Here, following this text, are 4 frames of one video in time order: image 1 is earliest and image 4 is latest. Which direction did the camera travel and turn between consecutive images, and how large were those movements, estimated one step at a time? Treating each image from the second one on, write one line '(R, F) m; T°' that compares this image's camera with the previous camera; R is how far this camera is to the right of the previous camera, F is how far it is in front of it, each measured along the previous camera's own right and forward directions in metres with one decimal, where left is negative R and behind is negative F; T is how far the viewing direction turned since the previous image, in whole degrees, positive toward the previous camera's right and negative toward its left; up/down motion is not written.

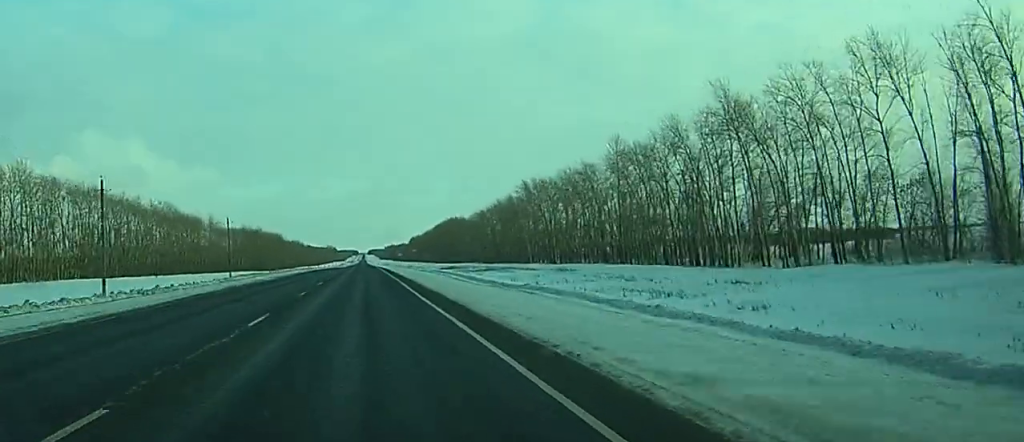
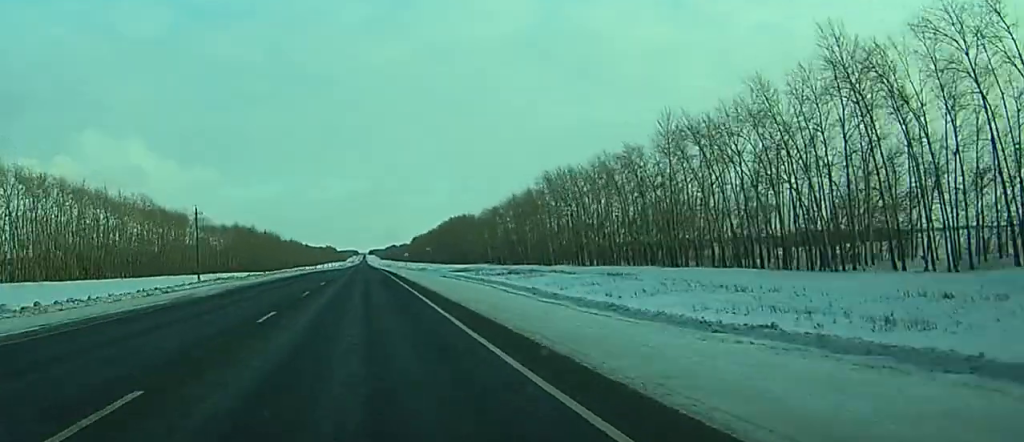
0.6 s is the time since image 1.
(+0.3, +23.0) m; +1°
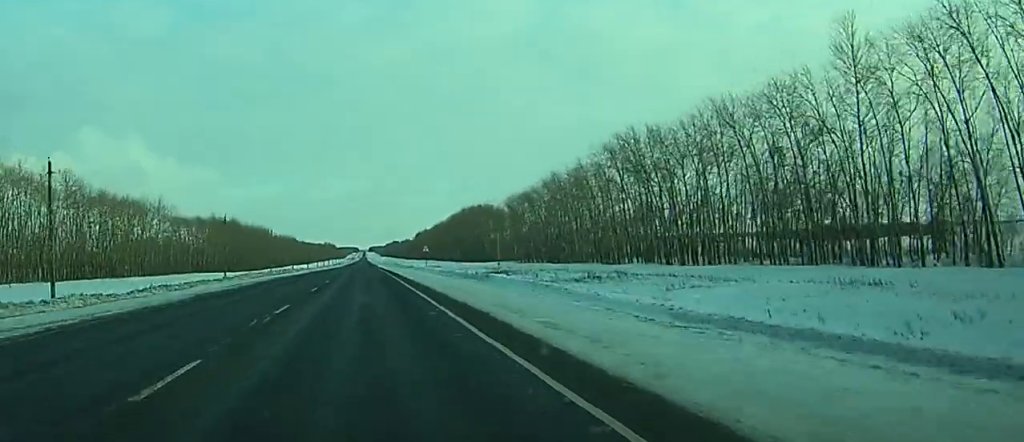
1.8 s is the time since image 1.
(+0.7, +45.4) m; +2°
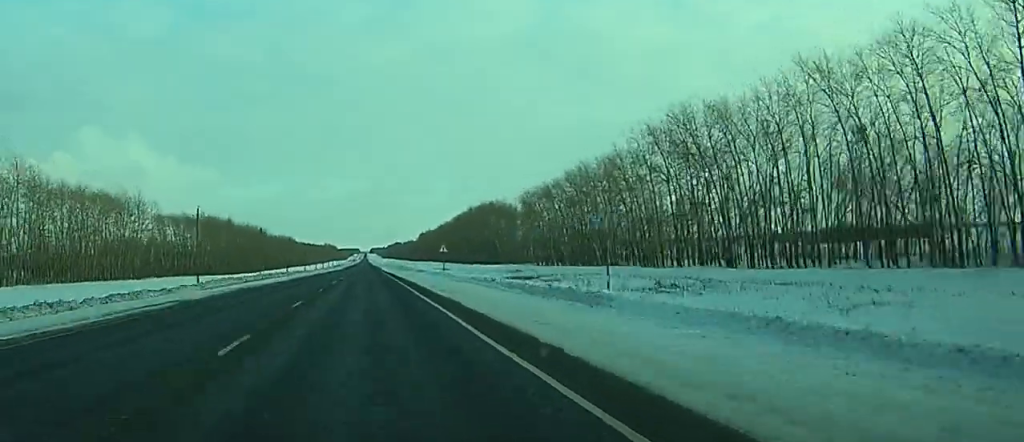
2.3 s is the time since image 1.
(0.0, +19.7) m; +1°
